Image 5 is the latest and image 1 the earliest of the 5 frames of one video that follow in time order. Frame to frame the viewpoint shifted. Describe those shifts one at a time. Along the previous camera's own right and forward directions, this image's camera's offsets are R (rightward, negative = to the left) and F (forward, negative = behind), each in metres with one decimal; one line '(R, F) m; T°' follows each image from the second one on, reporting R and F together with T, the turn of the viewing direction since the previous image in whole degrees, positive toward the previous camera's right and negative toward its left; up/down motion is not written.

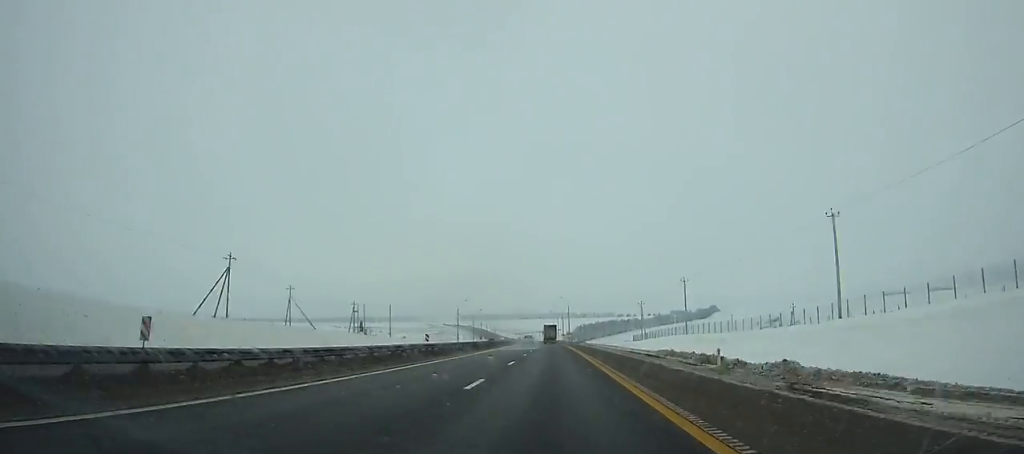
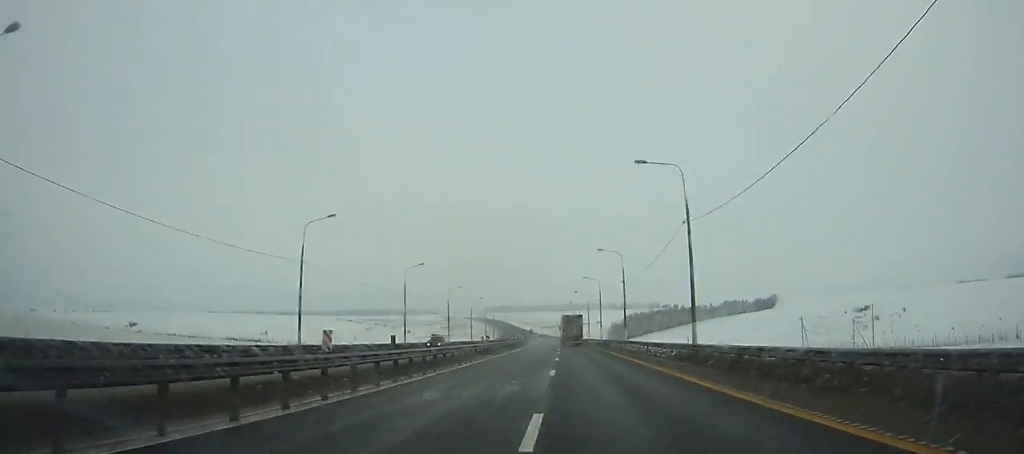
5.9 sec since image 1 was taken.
(-5.2, +175.5) m; -3°
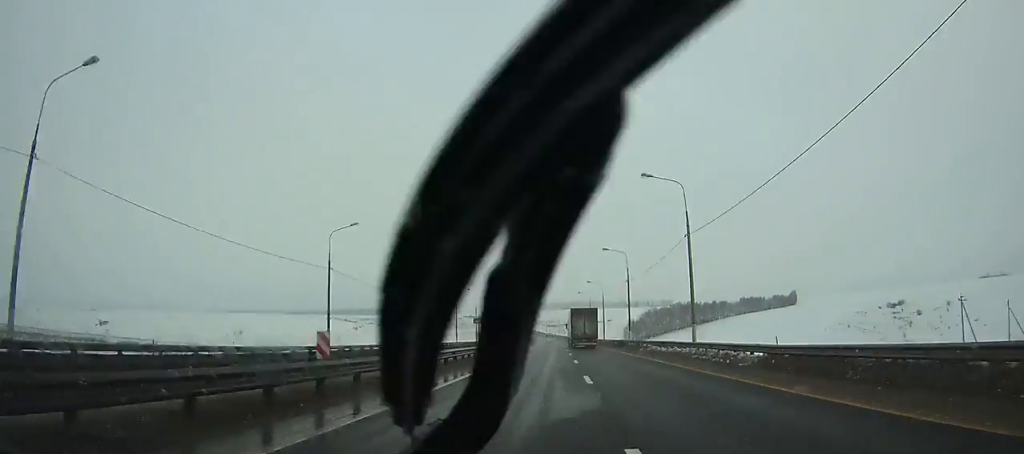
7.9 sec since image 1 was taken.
(-0.4, +60.9) m; -1°
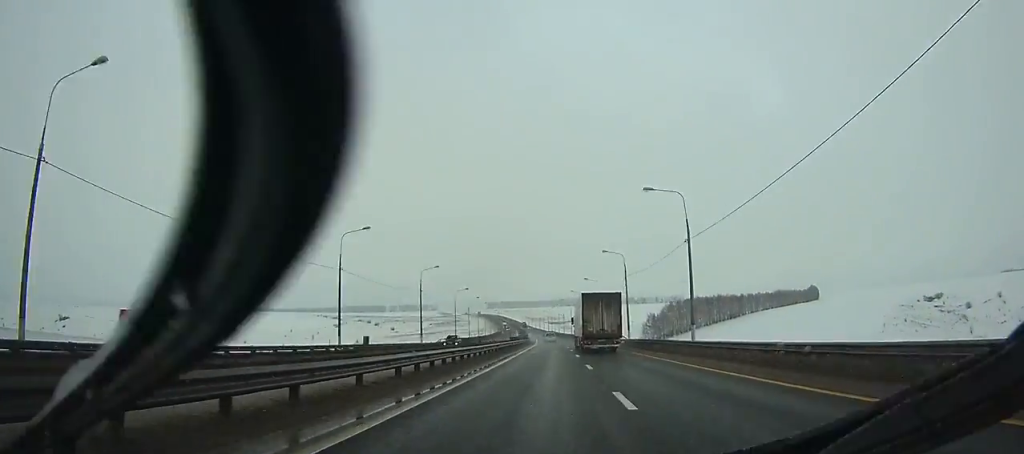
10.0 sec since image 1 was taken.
(-0.3, +64.4) m; -1°
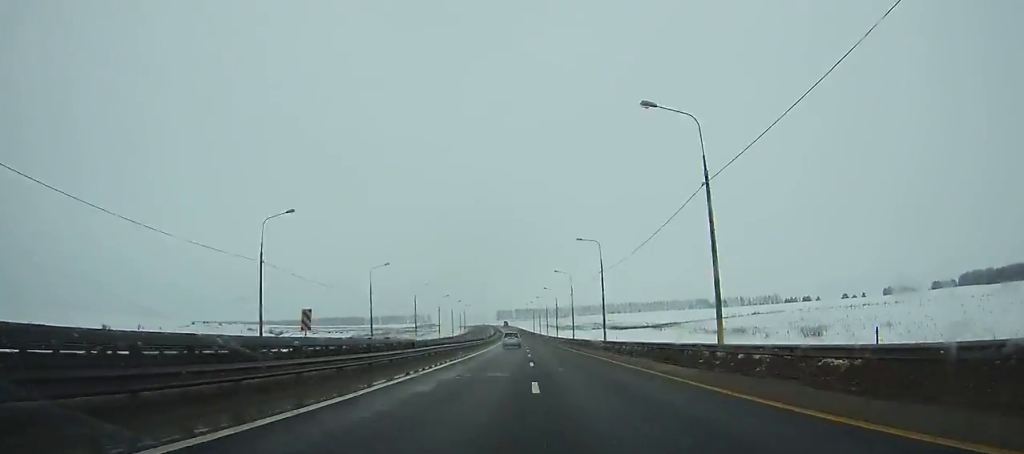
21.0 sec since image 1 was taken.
(-11.3, +334.1) m; -4°
